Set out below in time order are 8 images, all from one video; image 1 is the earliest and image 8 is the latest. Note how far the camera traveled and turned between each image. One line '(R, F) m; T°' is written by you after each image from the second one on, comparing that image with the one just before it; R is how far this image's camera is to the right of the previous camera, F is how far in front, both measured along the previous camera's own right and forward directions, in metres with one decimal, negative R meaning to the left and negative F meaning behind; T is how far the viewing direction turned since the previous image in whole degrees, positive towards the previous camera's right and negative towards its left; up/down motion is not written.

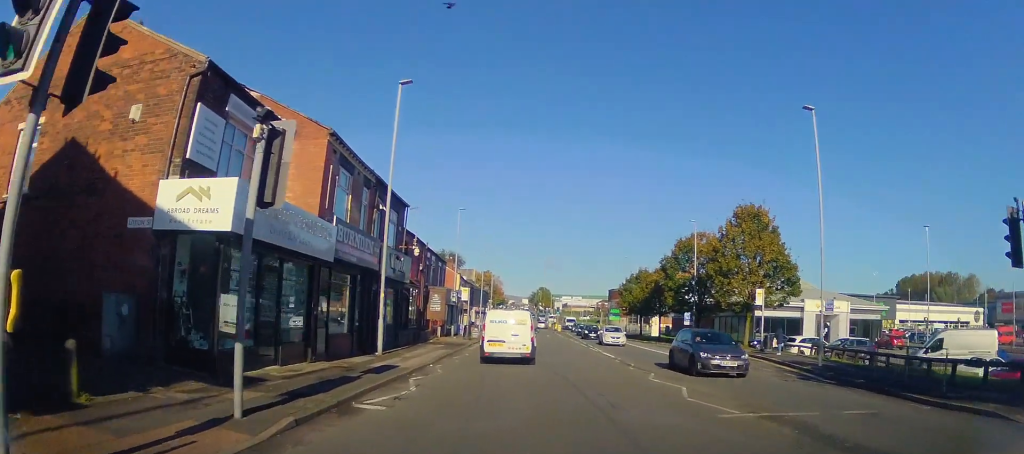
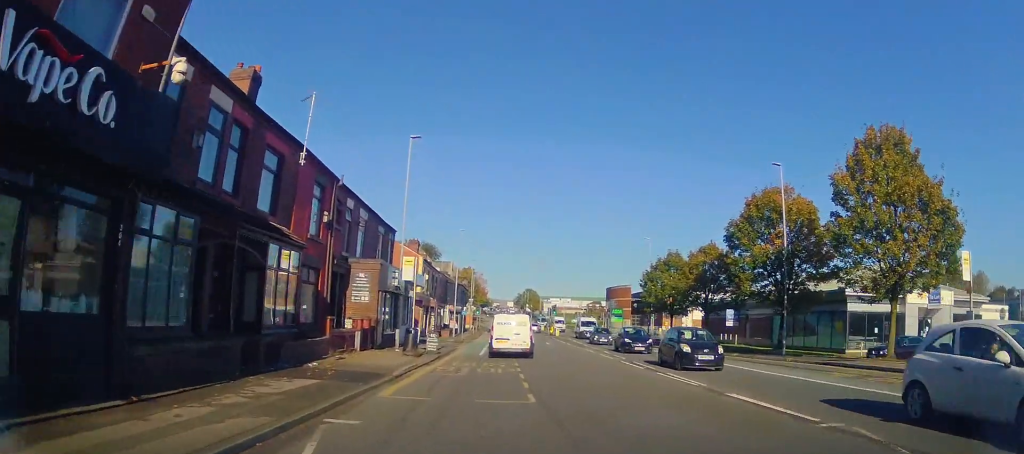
(+0.6, +17.9) m; +3°
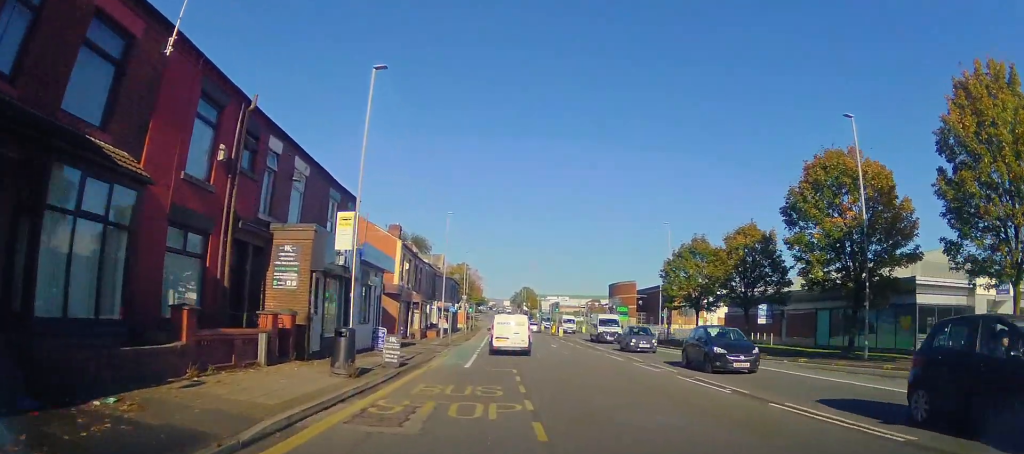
(0.0, +7.8) m; 0°
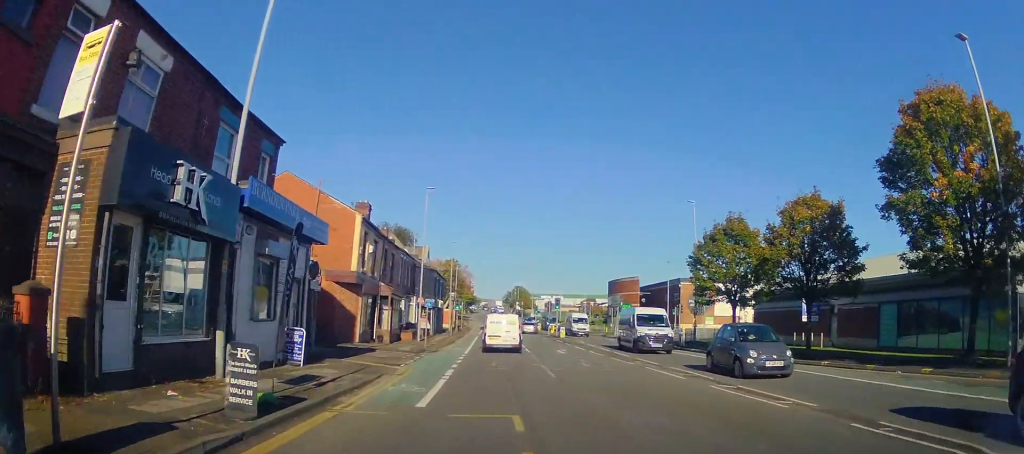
(0.0, +8.6) m; 0°
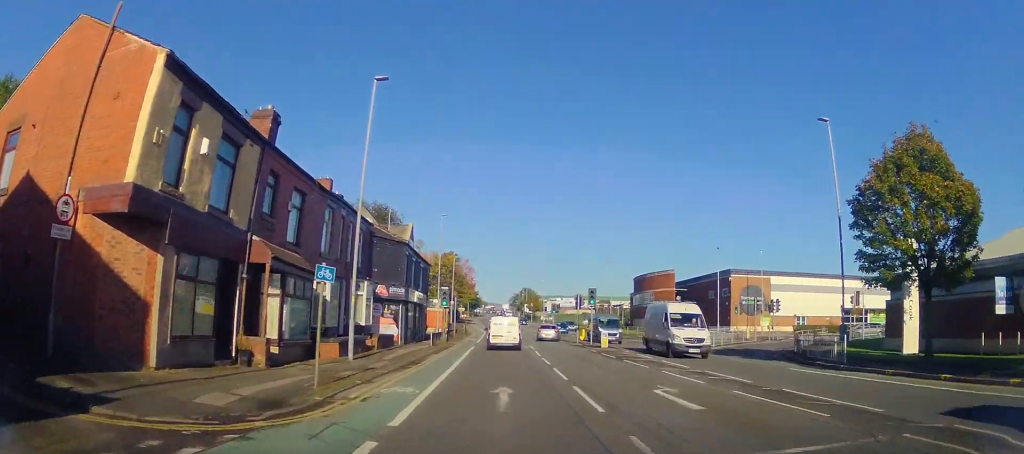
(0.0, +17.9) m; 0°
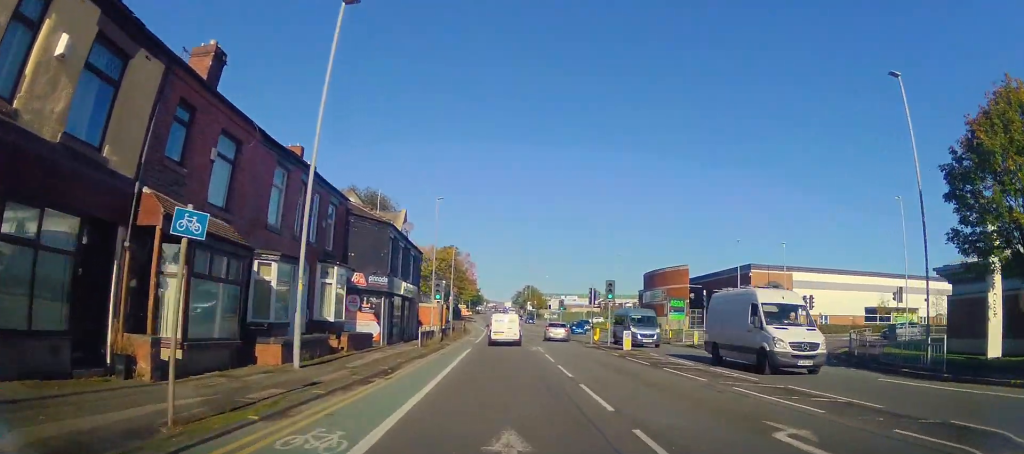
(0.0, +5.4) m; 0°
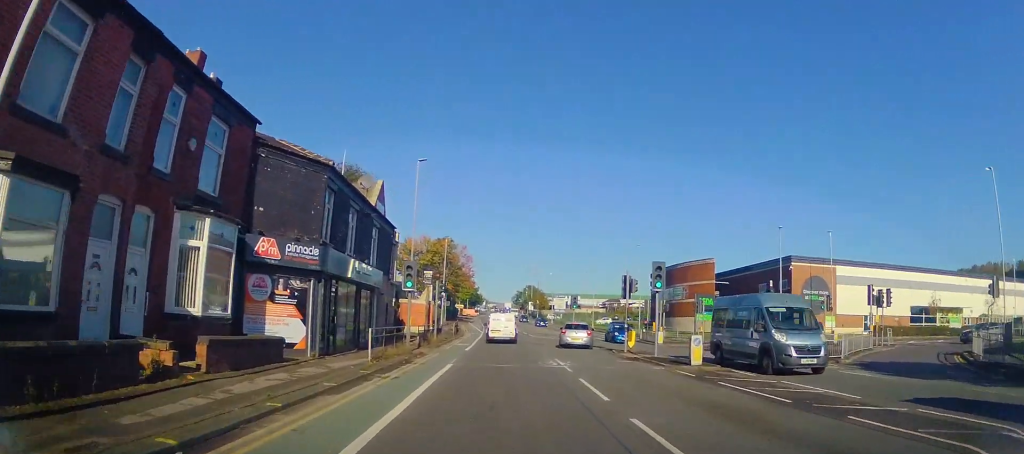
(0.0, +10.2) m; -1°
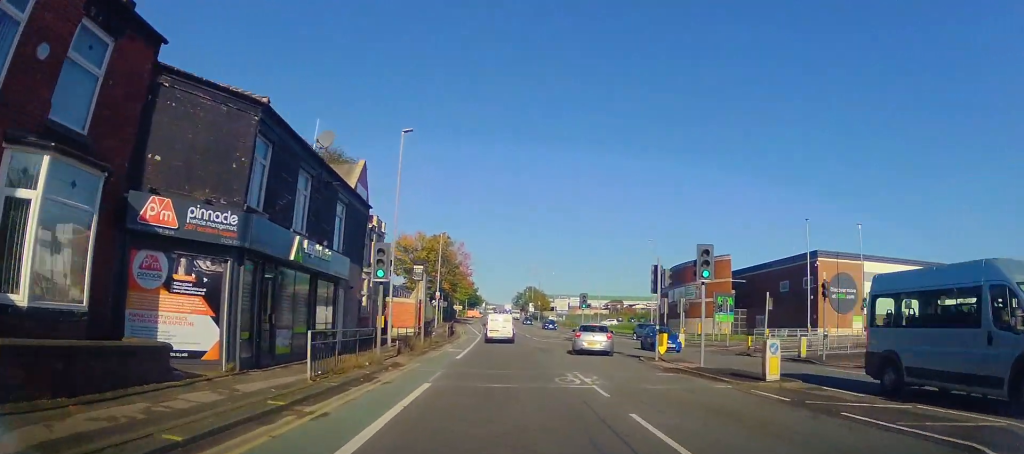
(0.0, +5.4) m; 0°
